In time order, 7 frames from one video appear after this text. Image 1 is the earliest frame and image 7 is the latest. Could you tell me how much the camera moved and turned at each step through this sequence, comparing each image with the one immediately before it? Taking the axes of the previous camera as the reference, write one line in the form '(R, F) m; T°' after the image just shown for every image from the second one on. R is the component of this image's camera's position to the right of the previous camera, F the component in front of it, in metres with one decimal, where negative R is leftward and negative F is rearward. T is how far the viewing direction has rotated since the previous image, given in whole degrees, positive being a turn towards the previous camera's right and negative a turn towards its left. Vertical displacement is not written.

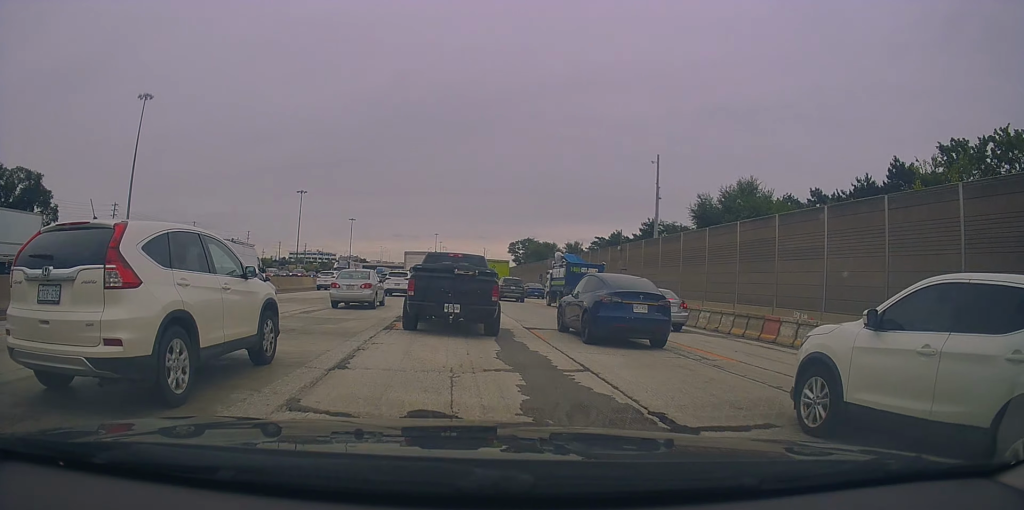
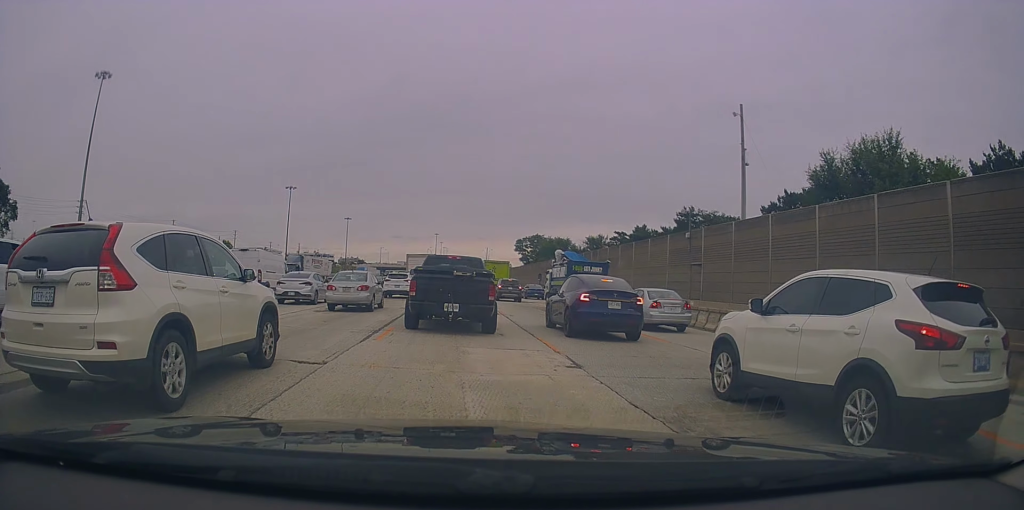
(+0.5, +13.9) m; +2°
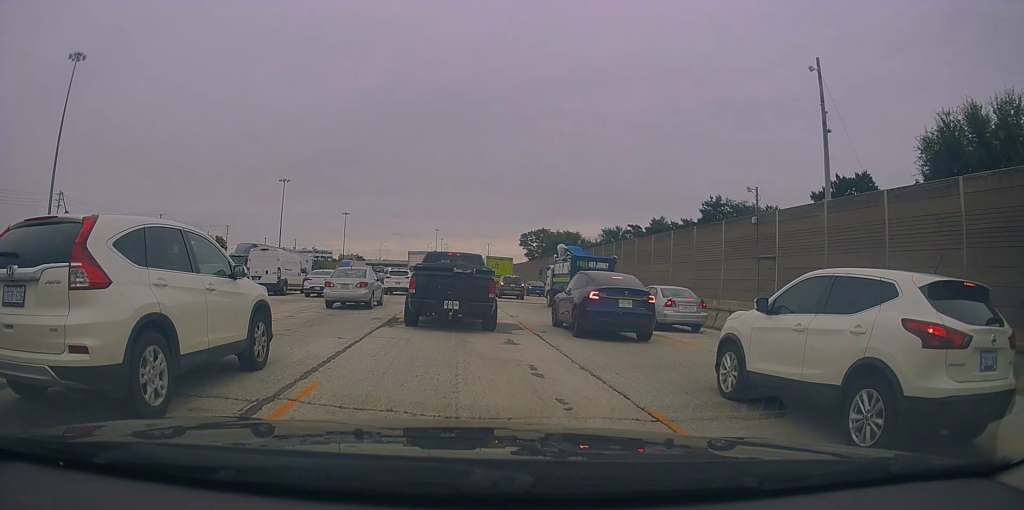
(-0.1, +7.9) m; 0°
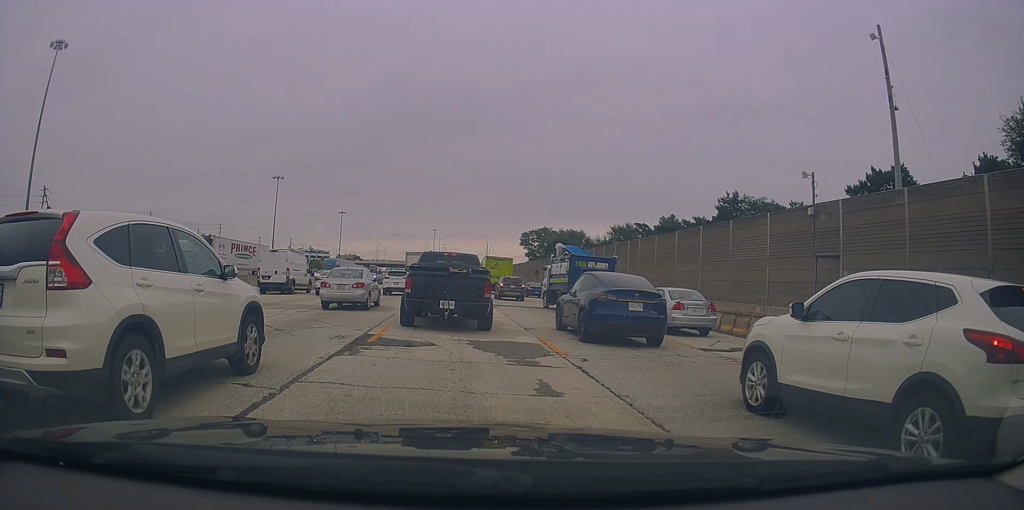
(0.0, +4.8) m; -1°
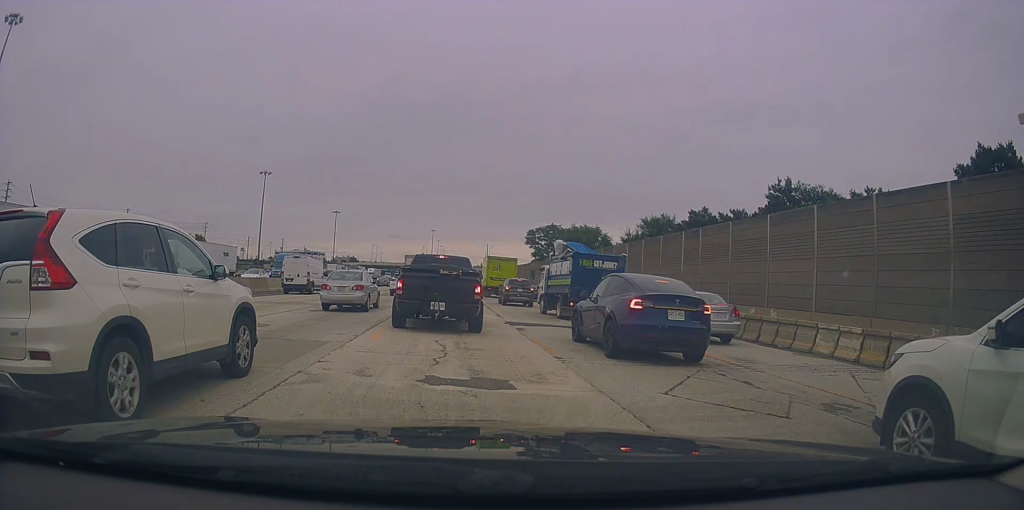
(-0.3, +11.5) m; -2°
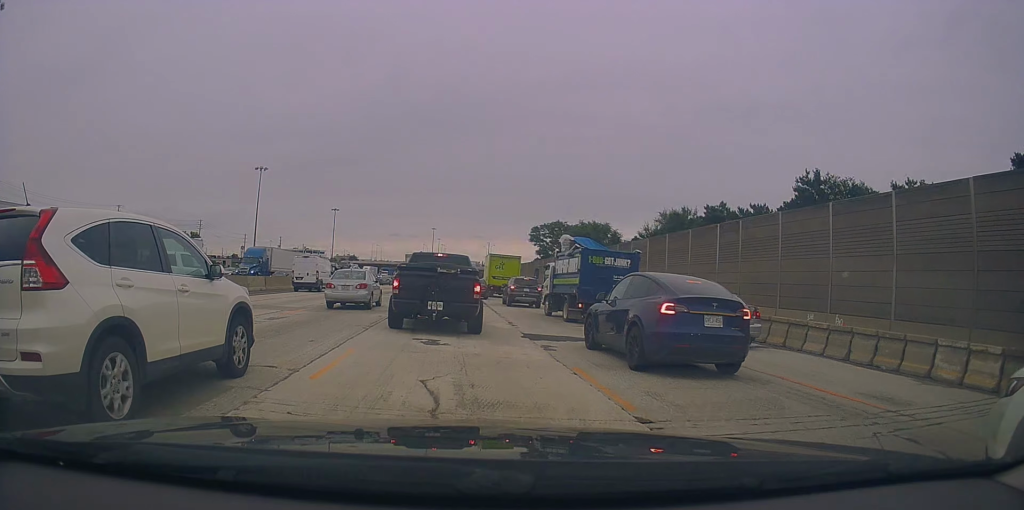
(0.0, +4.6) m; 0°
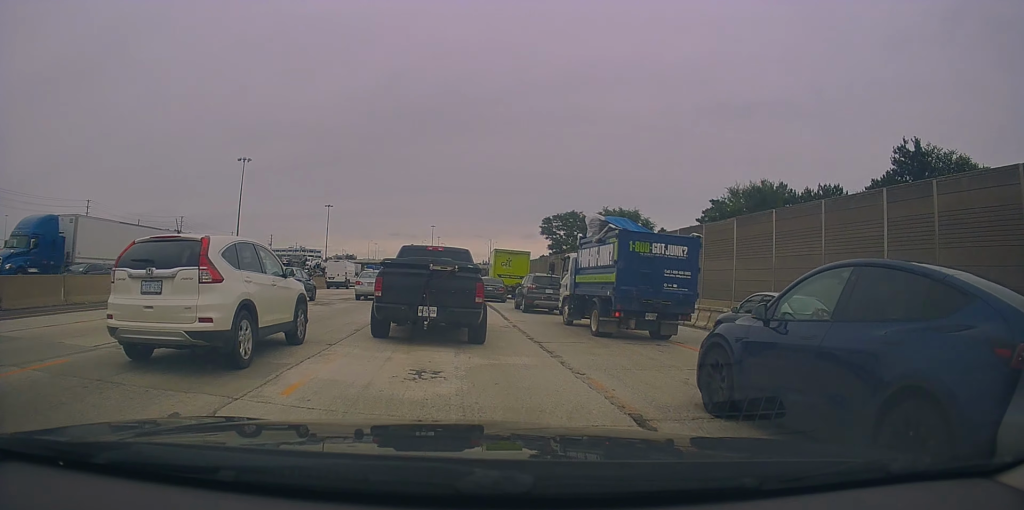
(+0.3, +13.2) m; +2°
